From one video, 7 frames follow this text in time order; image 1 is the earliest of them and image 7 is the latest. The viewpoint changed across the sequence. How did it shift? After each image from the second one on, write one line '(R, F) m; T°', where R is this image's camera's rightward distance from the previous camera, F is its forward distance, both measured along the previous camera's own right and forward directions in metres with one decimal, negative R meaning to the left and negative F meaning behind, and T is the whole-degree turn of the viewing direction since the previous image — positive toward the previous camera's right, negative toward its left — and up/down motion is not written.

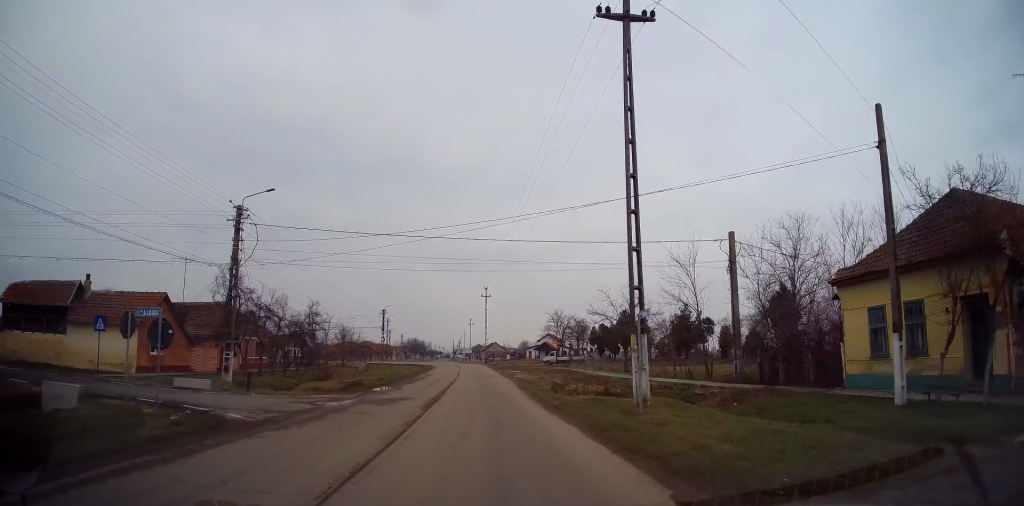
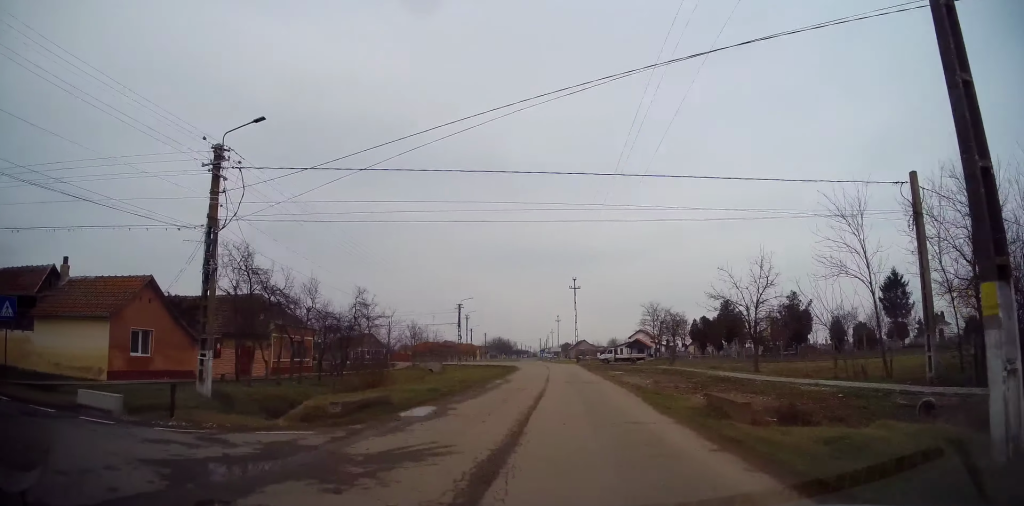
(-0.4, +10.4) m; -16°
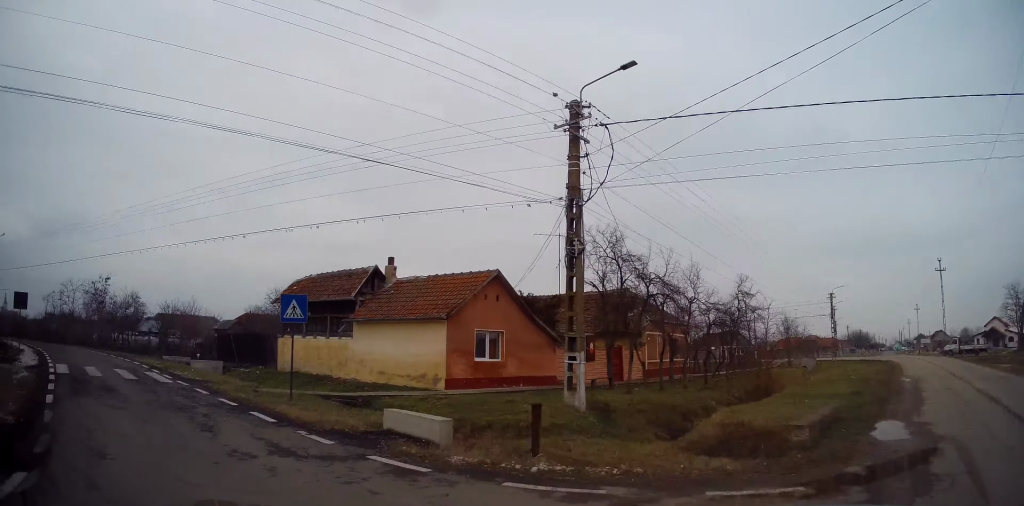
(-1.5, +4.9) m; -33°
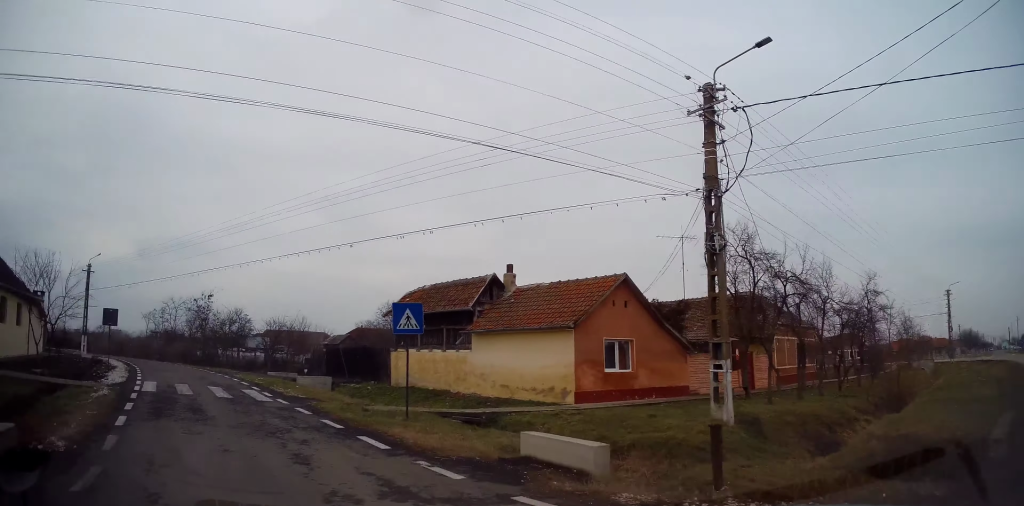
(-0.1, +1.7) m; -12°
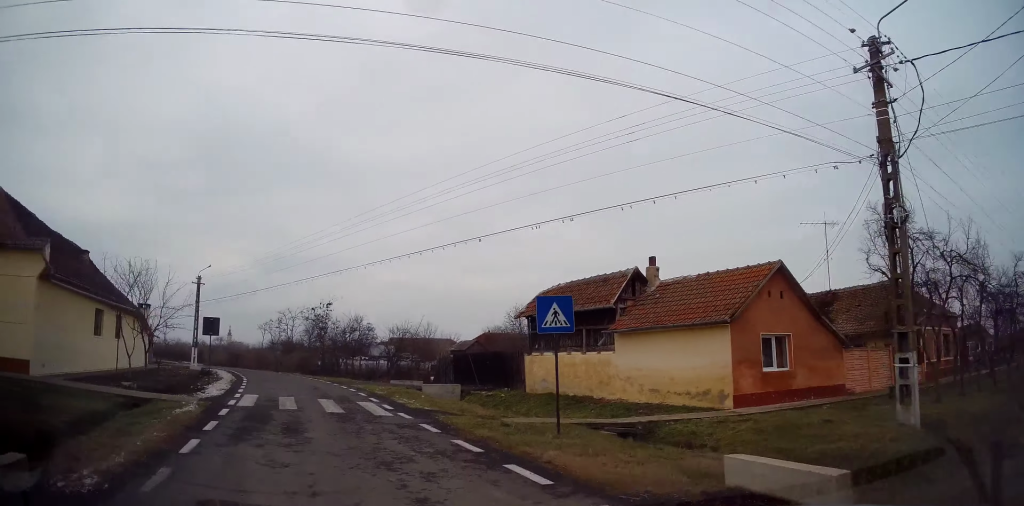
(-0.2, +2.1) m; -12°
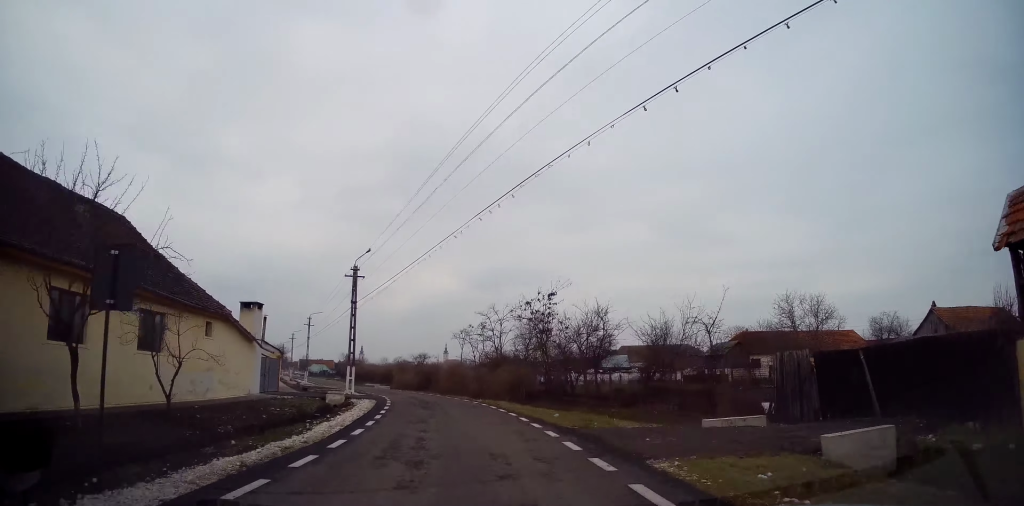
(-3.7, +13.2) m; -21°
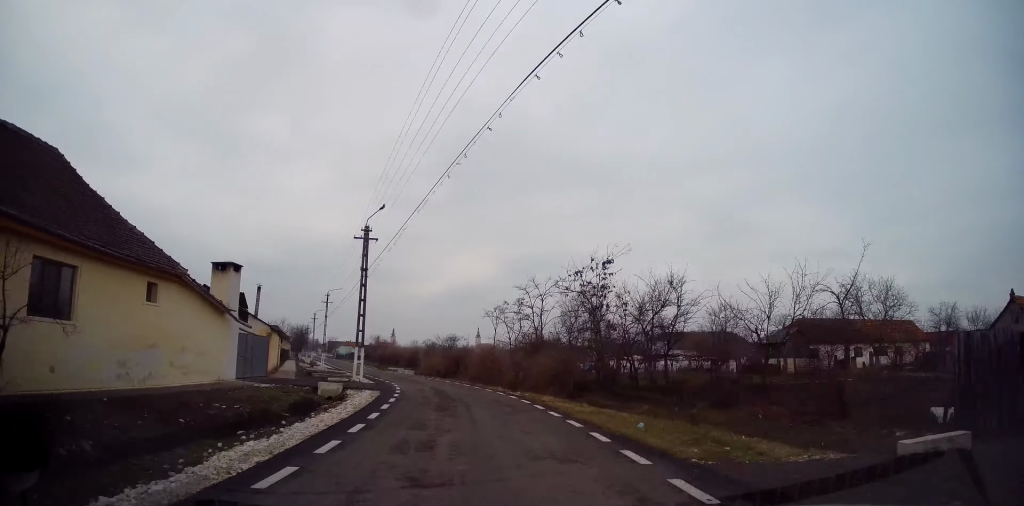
(-0.1, +5.0) m; -3°
